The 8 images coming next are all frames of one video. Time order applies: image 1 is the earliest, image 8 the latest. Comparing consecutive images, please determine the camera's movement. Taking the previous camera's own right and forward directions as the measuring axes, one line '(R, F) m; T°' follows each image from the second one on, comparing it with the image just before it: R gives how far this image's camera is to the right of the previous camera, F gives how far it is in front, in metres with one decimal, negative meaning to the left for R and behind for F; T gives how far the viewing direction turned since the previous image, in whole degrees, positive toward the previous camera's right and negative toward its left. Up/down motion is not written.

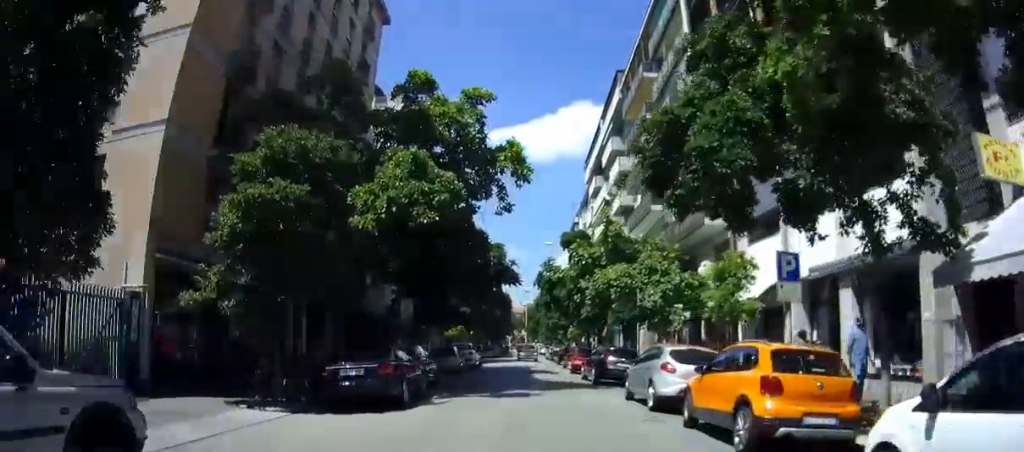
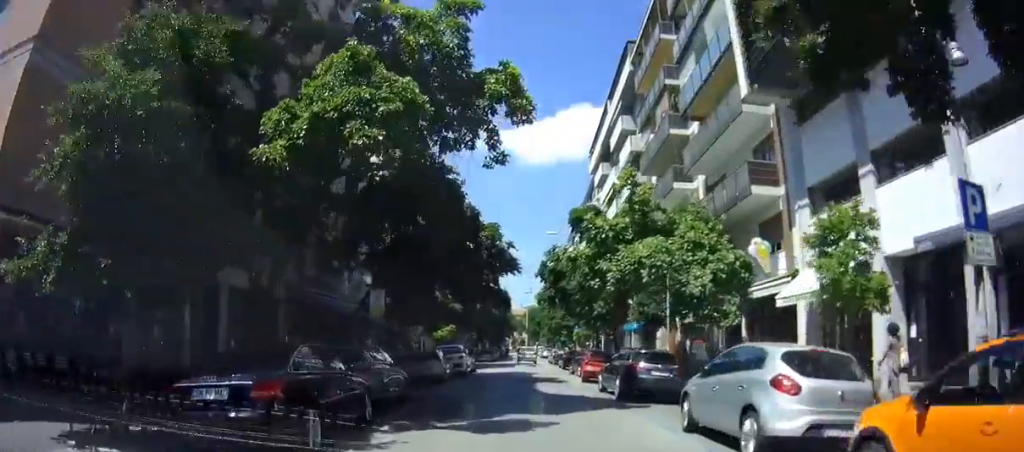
(-0.2, +4.5) m; -2°
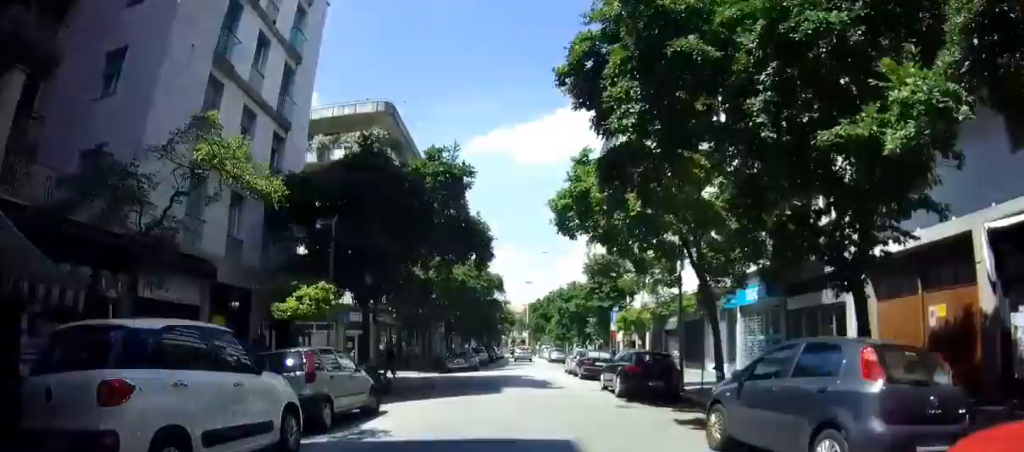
(+0.6, +18.8) m; +3°
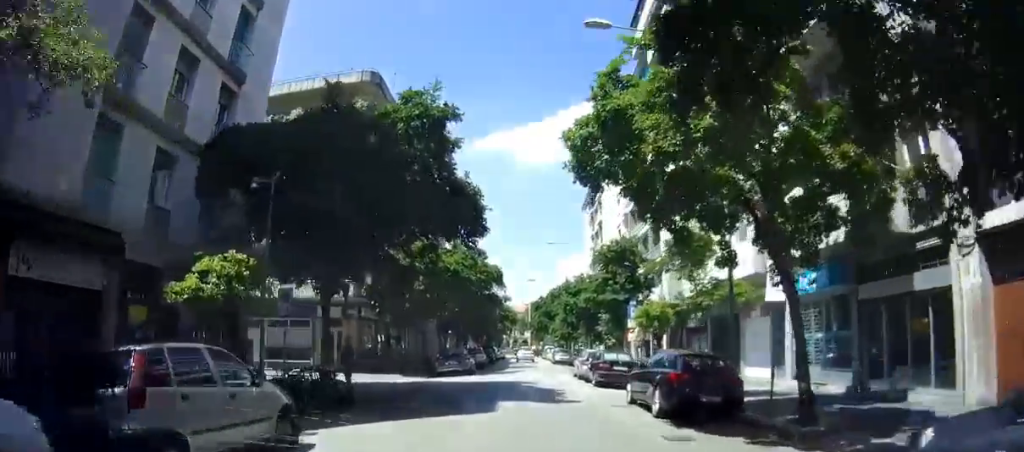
(0.0, +4.0) m; 0°
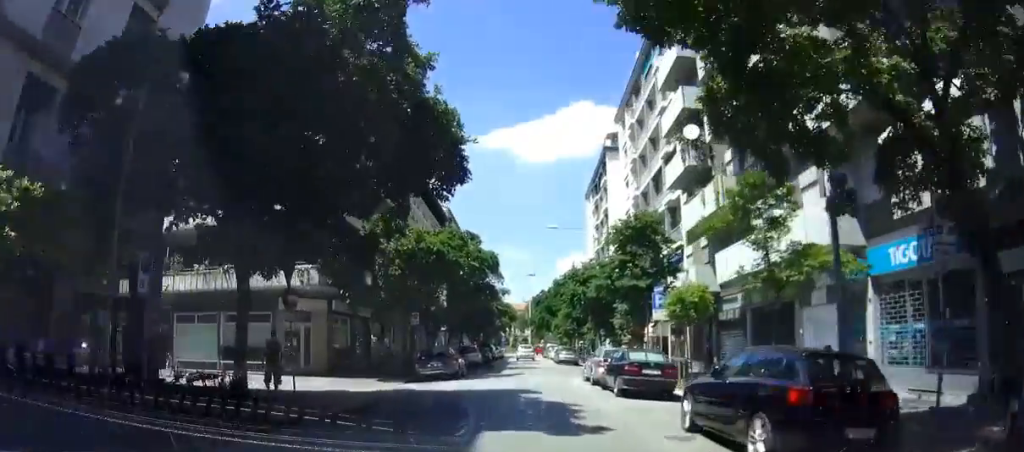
(0.0, +4.4) m; 0°
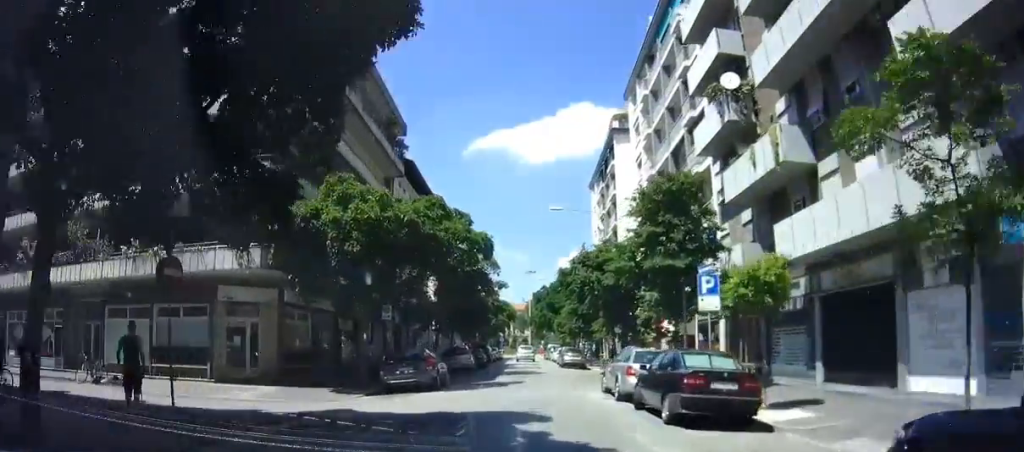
(0.0, +5.0) m; 0°
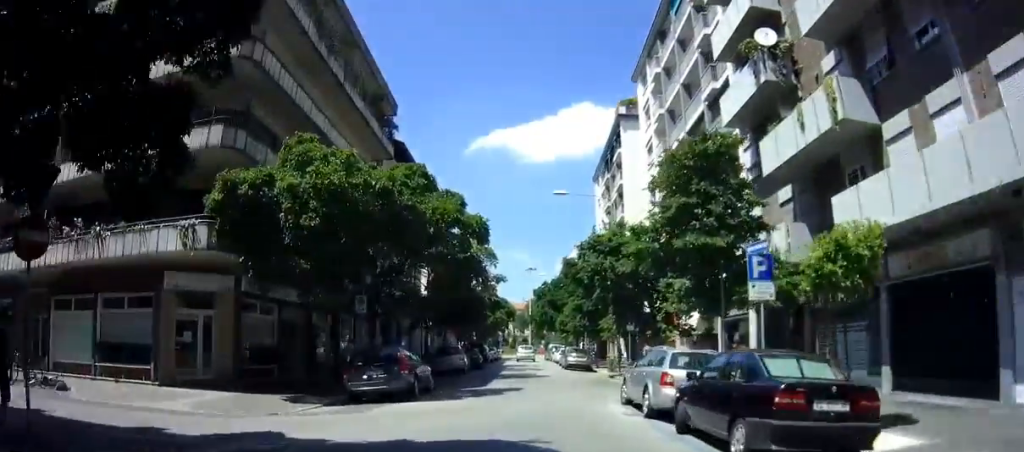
(0.0, +3.2) m; 0°
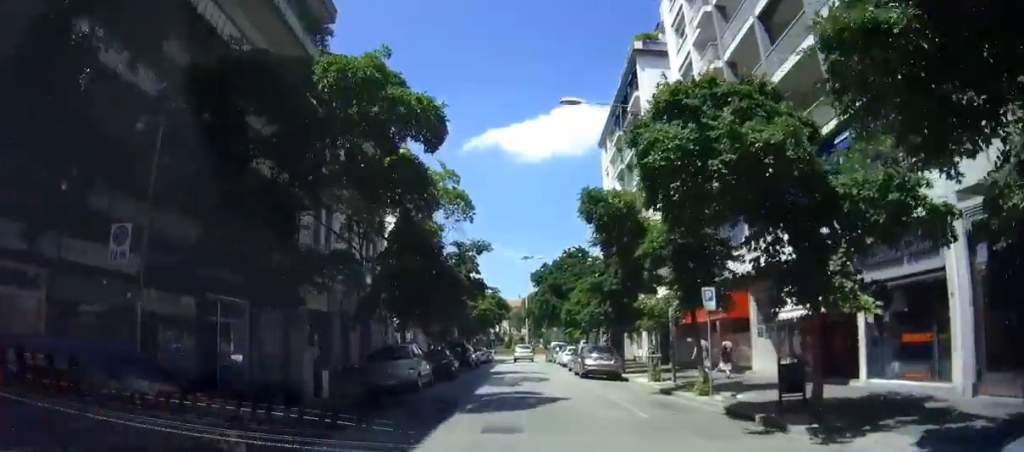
(+0.2, +11.0) m; +1°
